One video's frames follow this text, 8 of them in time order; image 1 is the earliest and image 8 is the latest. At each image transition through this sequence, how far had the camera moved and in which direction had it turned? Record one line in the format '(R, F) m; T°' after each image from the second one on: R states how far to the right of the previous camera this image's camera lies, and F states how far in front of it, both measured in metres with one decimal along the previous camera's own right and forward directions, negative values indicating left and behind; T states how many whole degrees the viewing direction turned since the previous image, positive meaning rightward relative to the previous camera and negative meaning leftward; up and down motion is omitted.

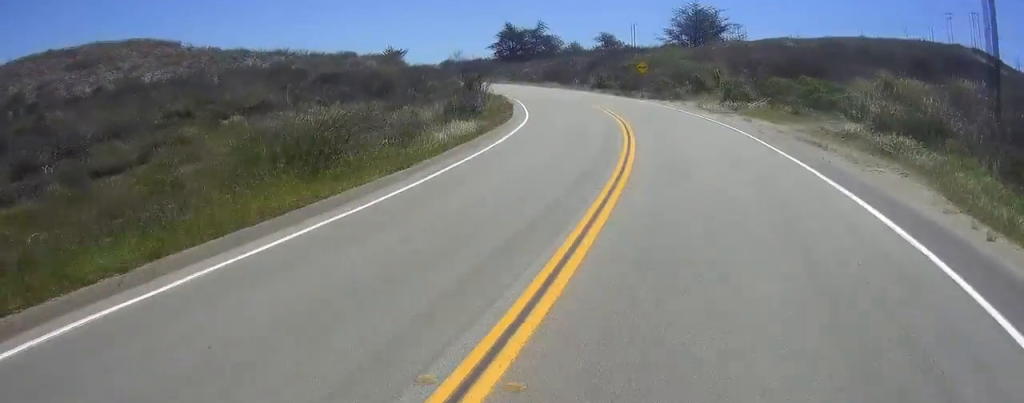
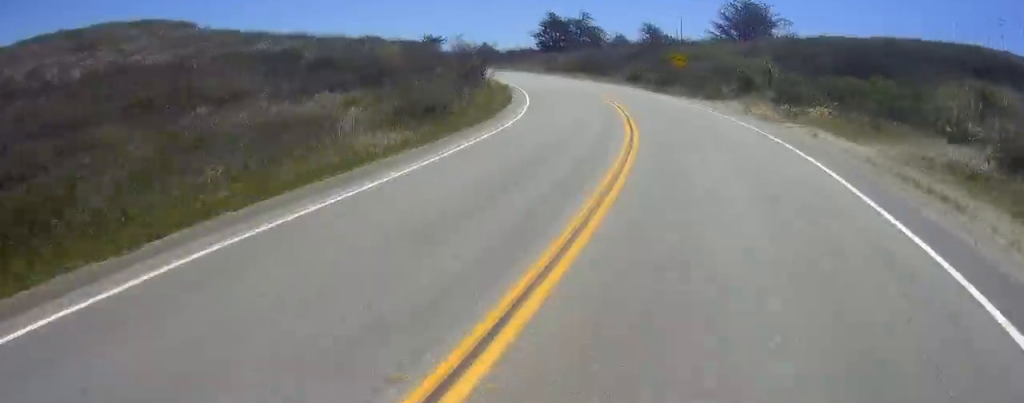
(-0.2, +8.1) m; -4°
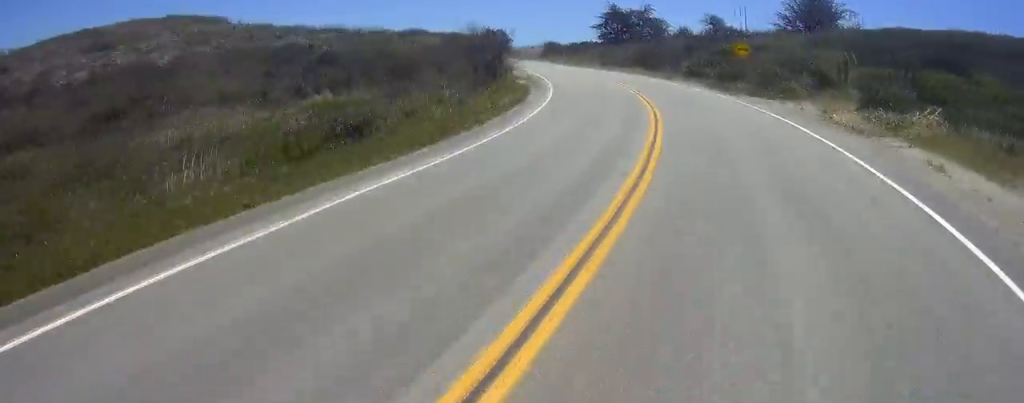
(-0.4, +7.5) m; -4°
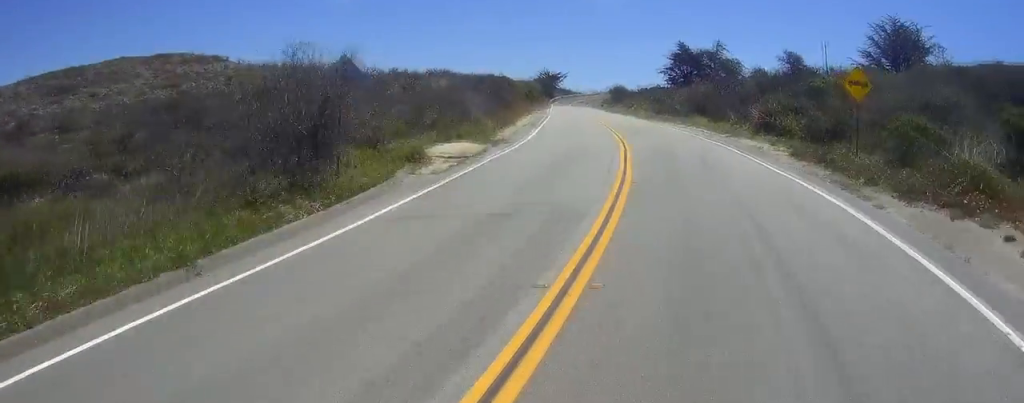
(-1.4, +17.9) m; -9°
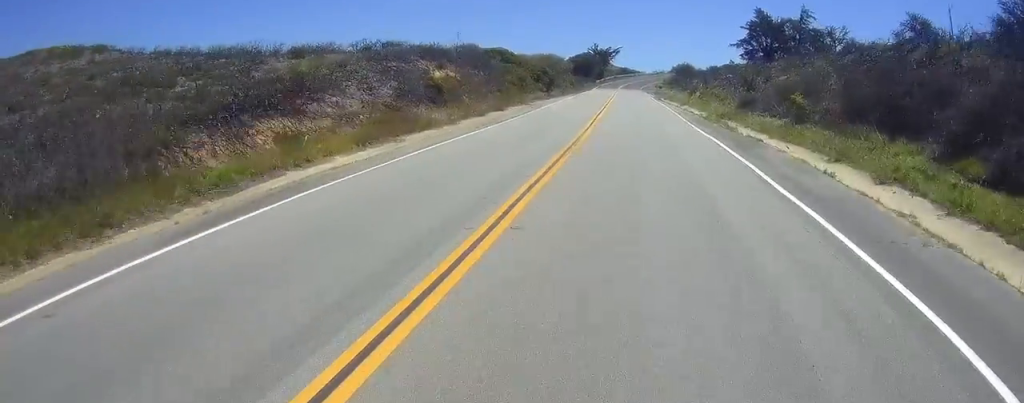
(-4.2, +34.0) m; -13°
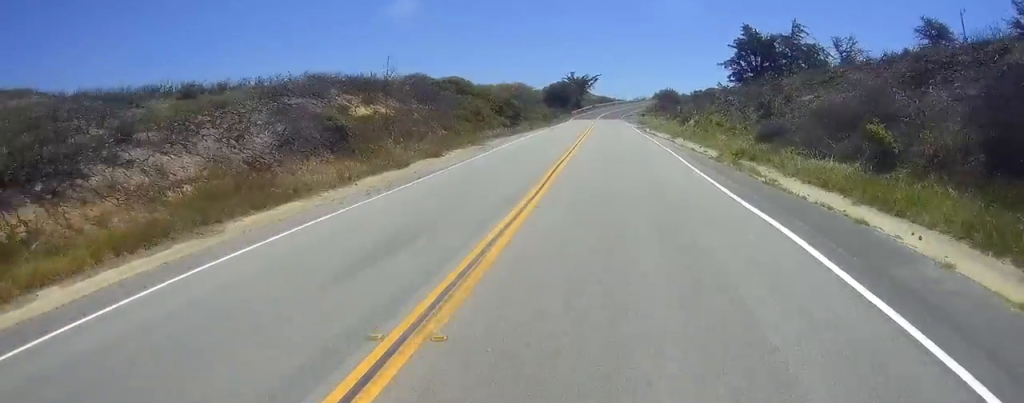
(-0.4, +9.9) m; -2°
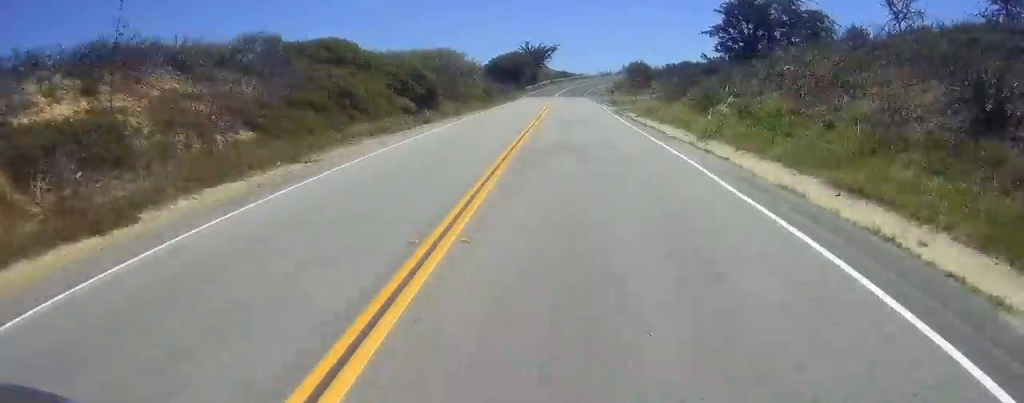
(-0.8, +20.5) m; -4°
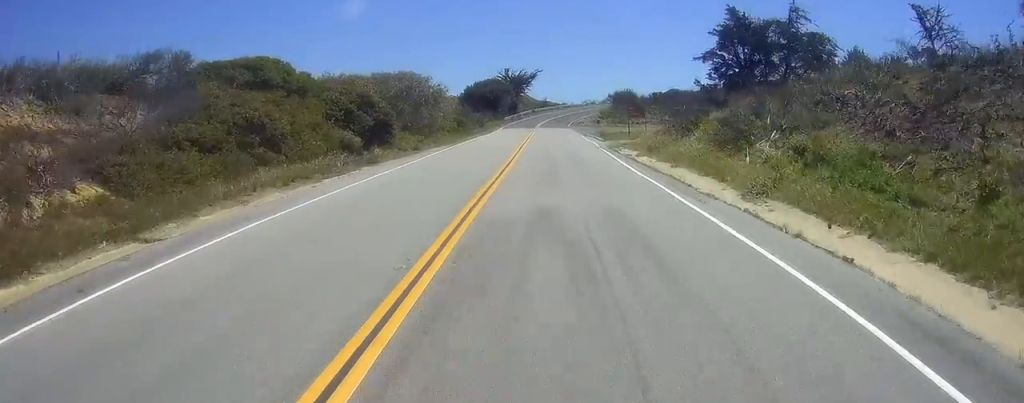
(-0.1, +7.3) m; 0°
